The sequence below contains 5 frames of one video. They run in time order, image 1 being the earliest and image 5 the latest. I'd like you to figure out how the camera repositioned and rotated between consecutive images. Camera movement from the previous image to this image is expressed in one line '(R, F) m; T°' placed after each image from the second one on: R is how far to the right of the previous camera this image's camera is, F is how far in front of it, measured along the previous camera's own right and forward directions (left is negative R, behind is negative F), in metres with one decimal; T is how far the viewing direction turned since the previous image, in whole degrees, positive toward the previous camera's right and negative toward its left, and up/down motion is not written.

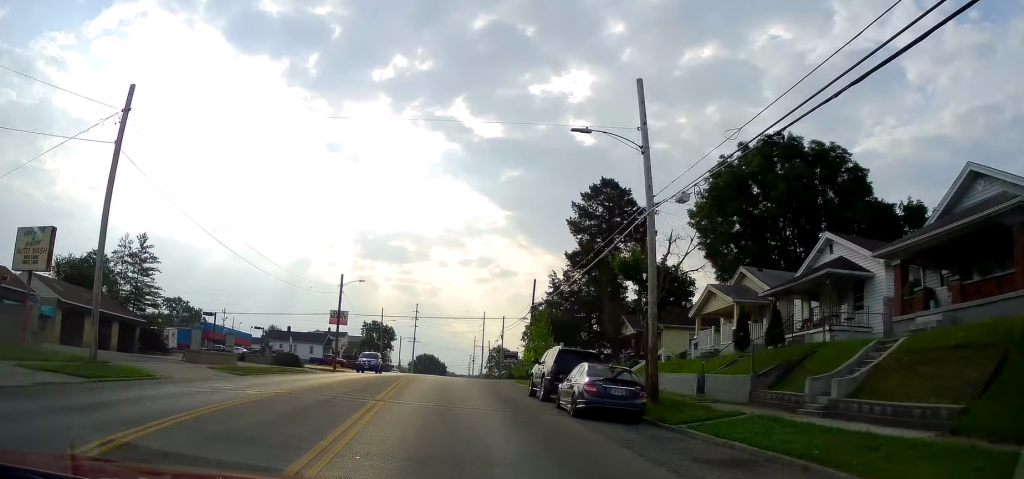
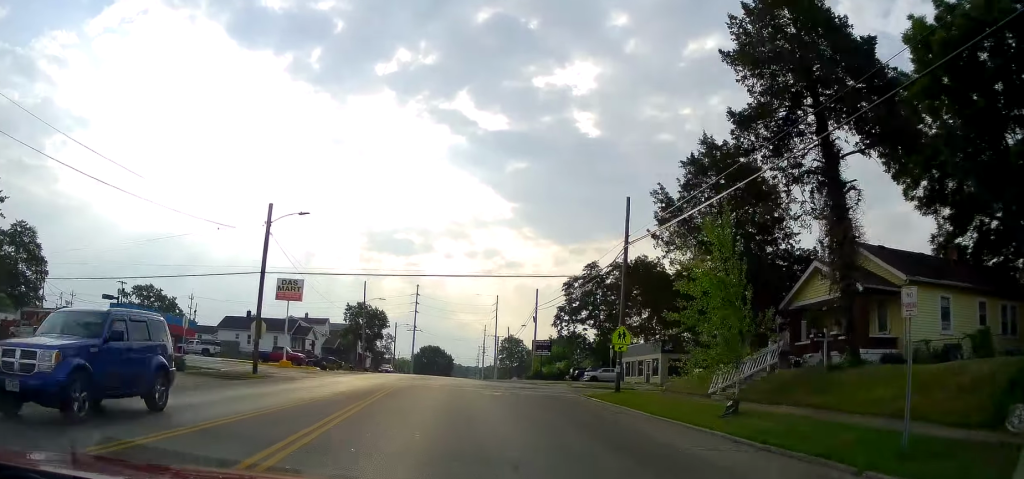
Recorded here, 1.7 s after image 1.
(-0.8, +28.1) m; -2°
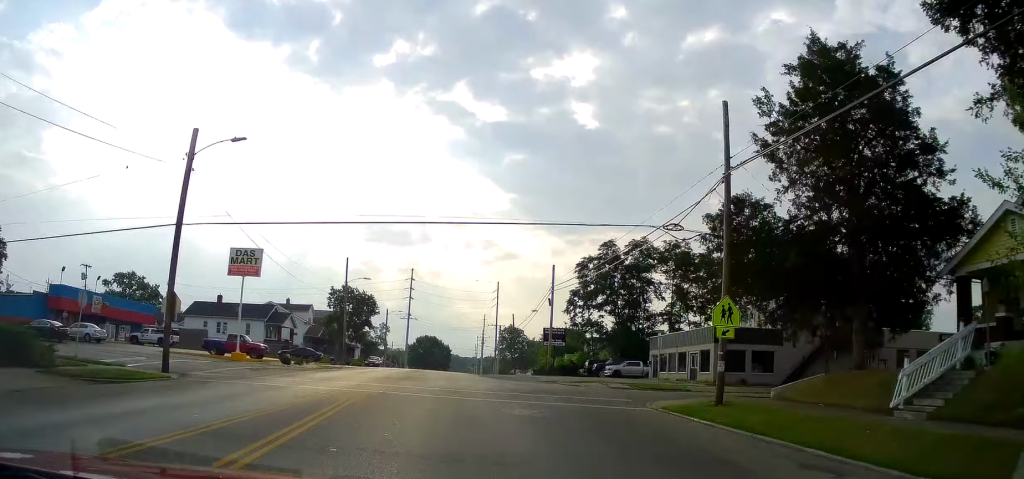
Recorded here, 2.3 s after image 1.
(+0.1, +11.3) m; +1°
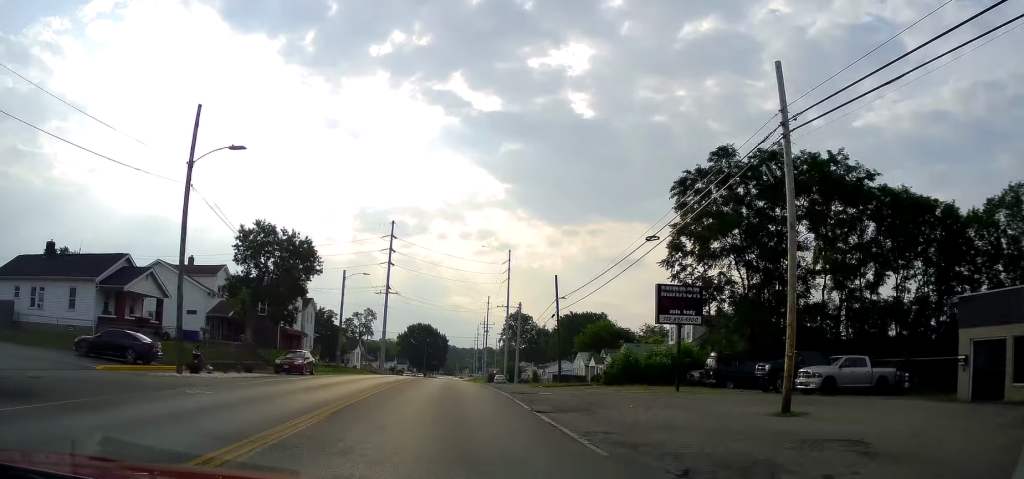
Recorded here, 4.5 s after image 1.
(+0.7, +36.8) m; 0°
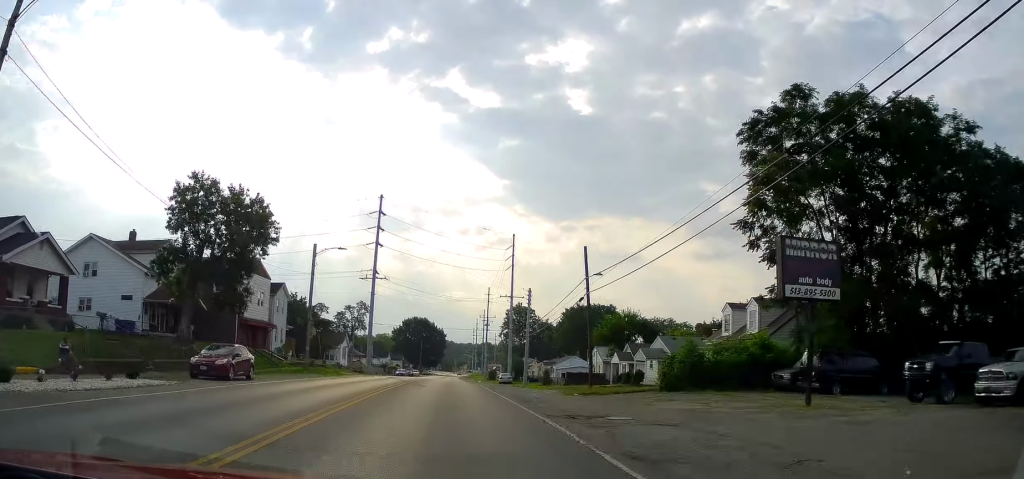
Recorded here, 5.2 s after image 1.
(-0.1, +11.7) m; -1°
